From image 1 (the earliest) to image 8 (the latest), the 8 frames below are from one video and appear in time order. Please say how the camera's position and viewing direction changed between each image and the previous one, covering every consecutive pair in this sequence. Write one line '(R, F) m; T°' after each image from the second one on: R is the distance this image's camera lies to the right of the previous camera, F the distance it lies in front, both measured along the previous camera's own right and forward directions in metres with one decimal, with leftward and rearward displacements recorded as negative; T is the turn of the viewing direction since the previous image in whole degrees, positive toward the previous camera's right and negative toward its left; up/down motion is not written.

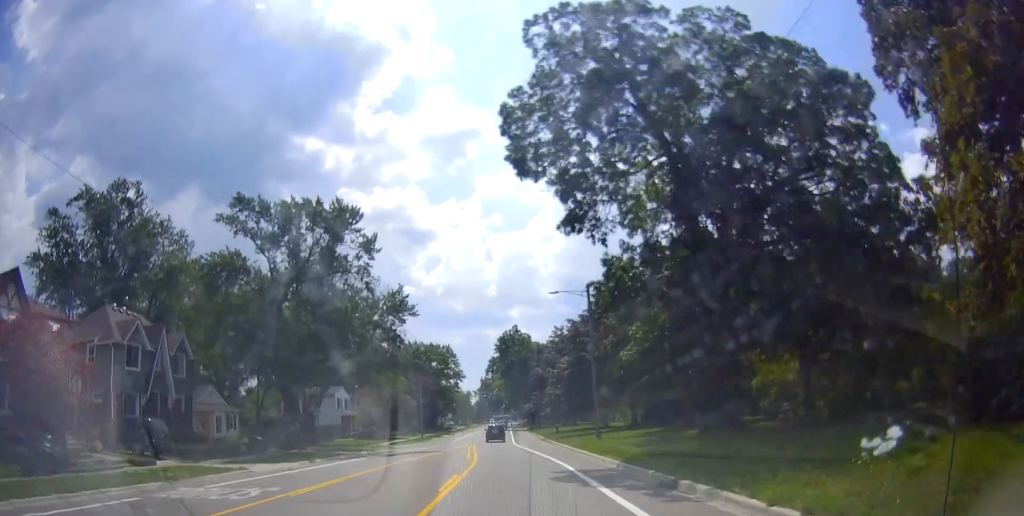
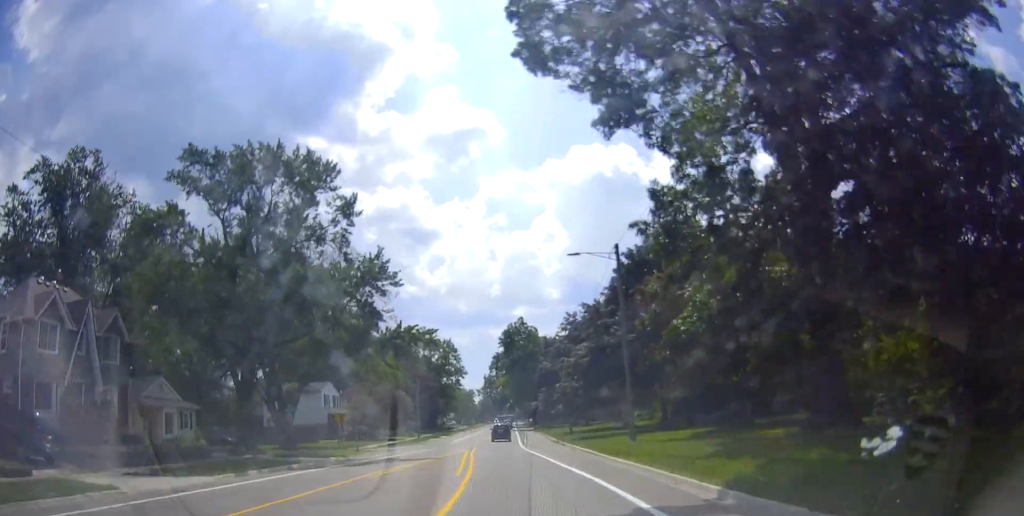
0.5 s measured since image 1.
(0.0, +8.4) m; 0°
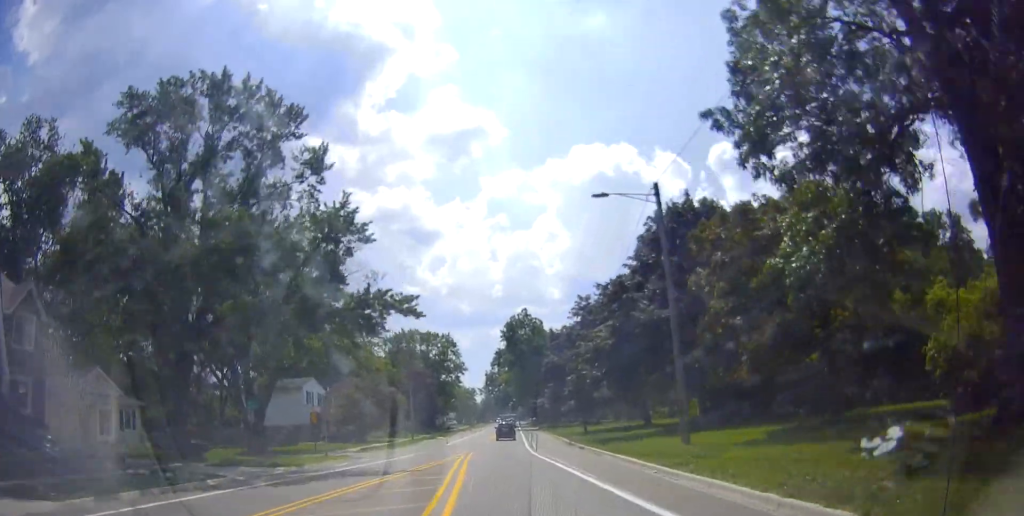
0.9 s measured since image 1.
(-0.1, +7.7) m; 0°
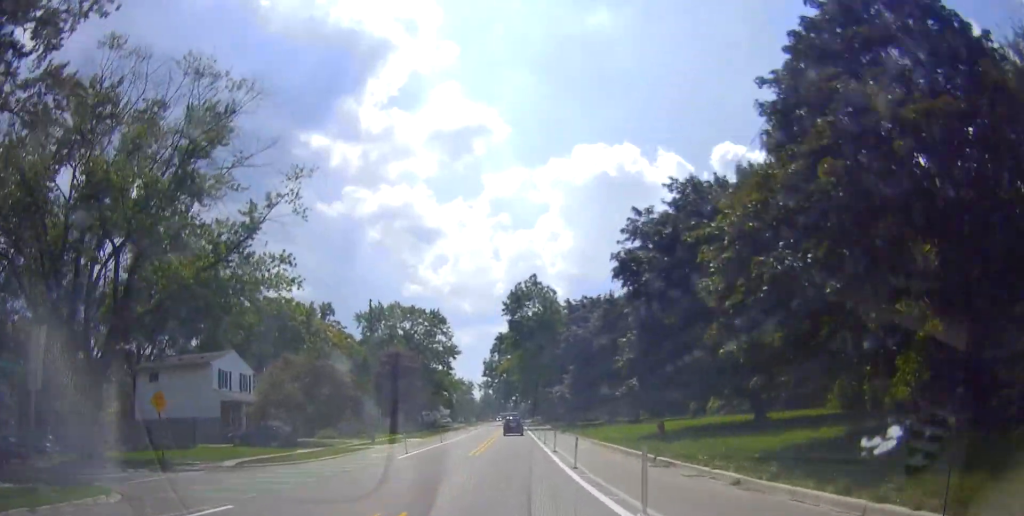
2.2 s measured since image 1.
(-0.1, +22.7) m; 0°
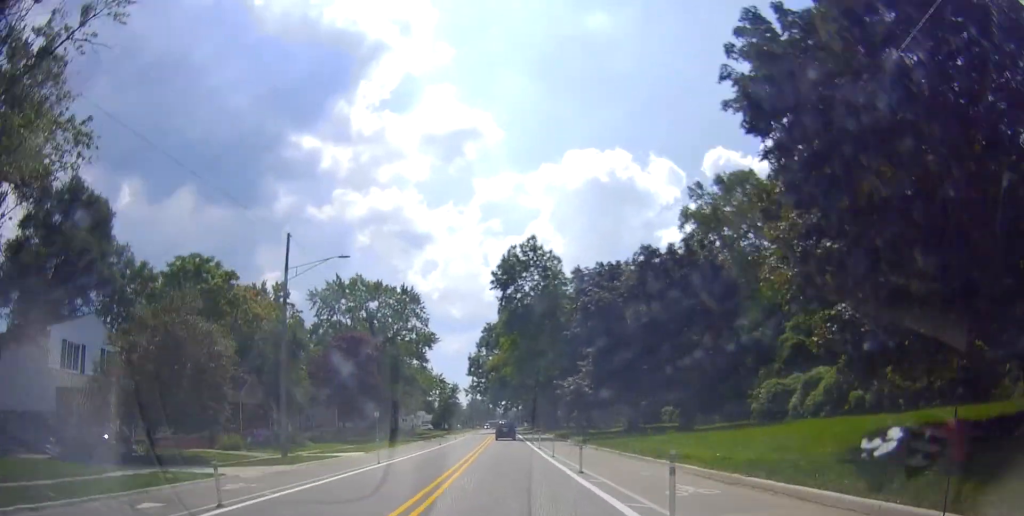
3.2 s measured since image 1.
(0.0, +18.9) m; +1°
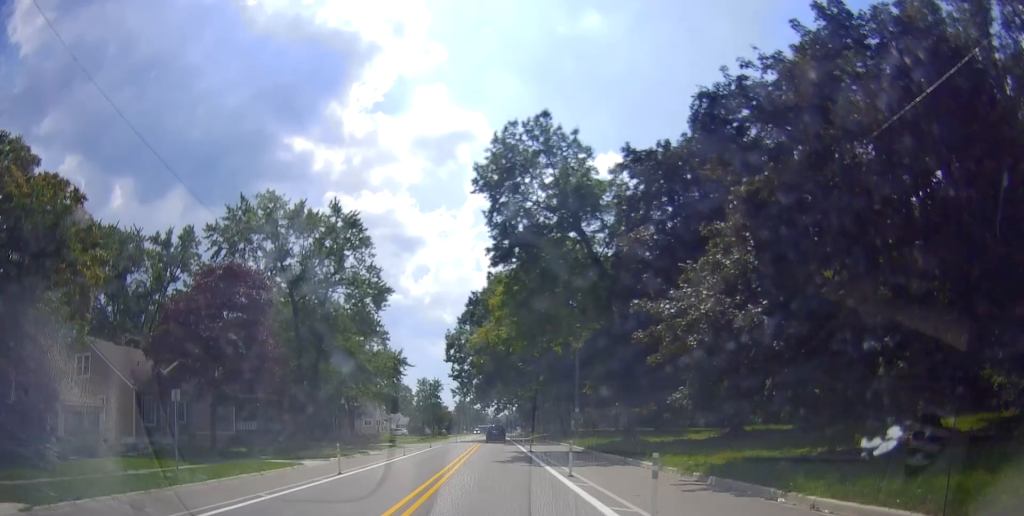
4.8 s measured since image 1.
(-0.2, +26.5) m; -1°
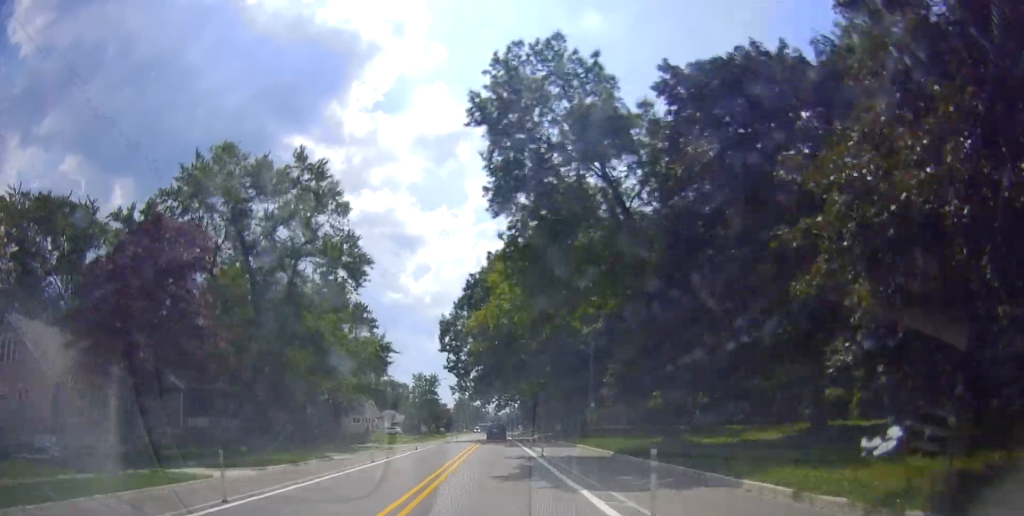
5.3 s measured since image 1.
(-0.4, +8.4) m; 0°
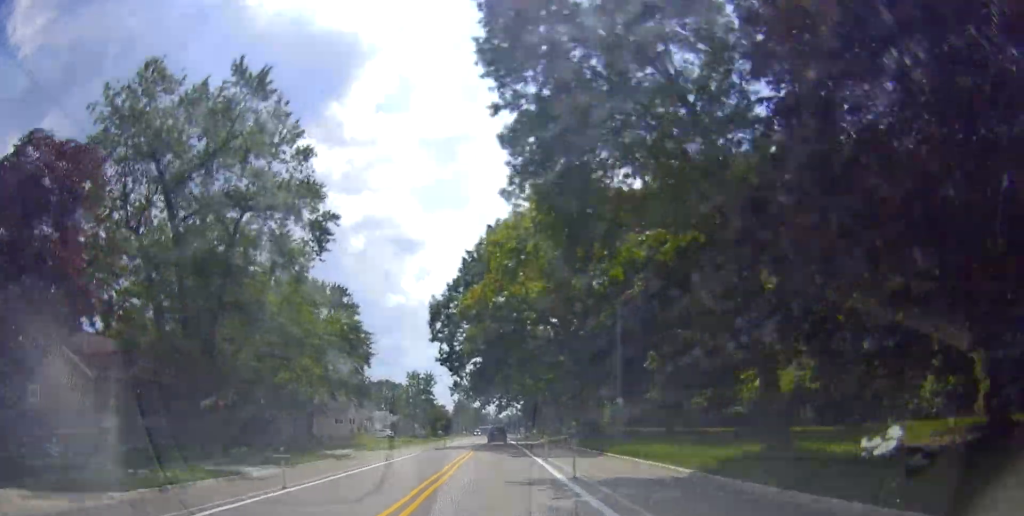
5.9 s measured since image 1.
(+0.4, +9.9) m; +2°
